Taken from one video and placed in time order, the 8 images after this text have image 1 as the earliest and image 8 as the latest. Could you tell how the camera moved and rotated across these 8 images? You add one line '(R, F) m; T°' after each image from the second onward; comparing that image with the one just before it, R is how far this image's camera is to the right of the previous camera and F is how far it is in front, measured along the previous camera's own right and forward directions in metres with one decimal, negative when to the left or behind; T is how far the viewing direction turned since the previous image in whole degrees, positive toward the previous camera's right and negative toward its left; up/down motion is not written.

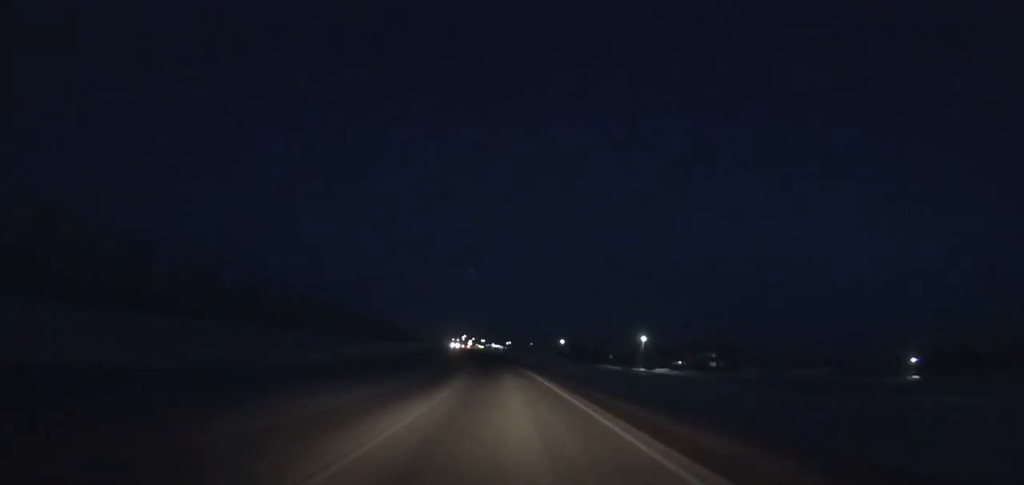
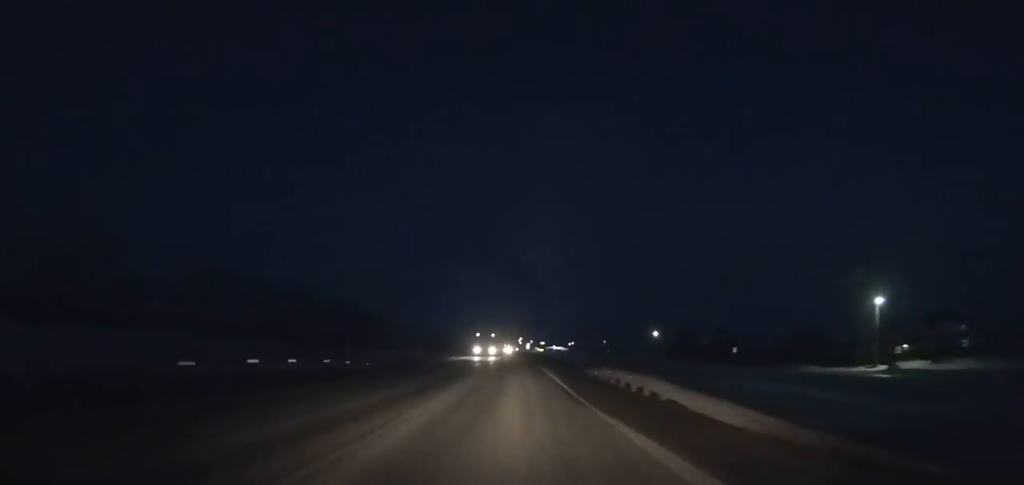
(-3.7, +82.0) m; -3°
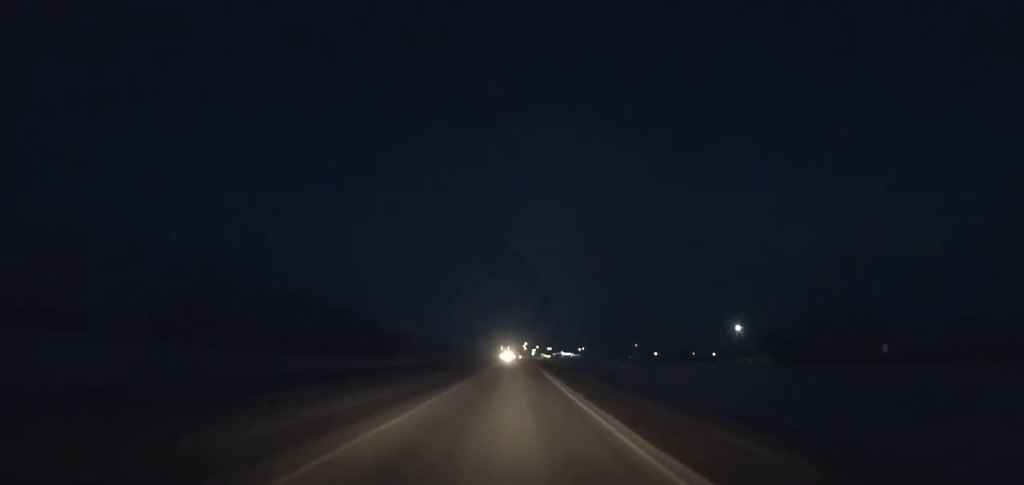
(-0.2, +67.8) m; 0°
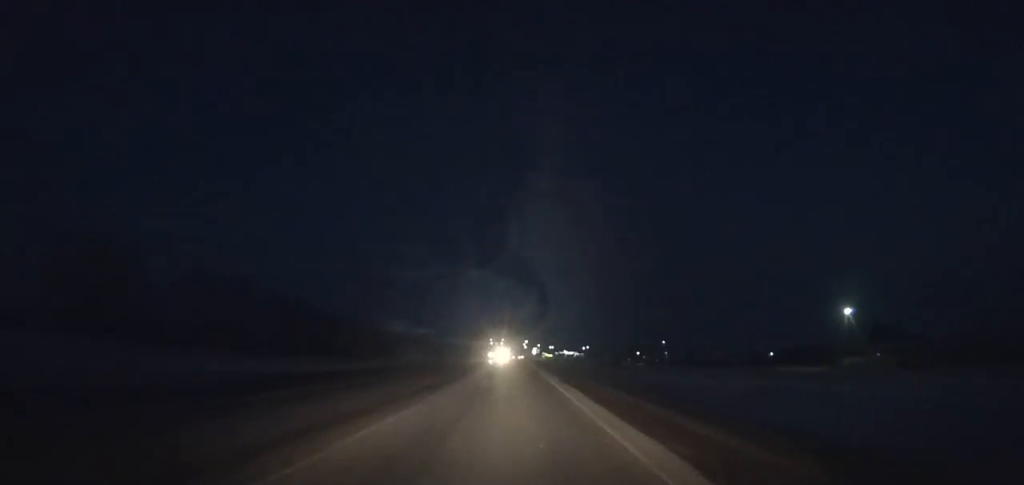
(-0.2, +41.0) m; 0°
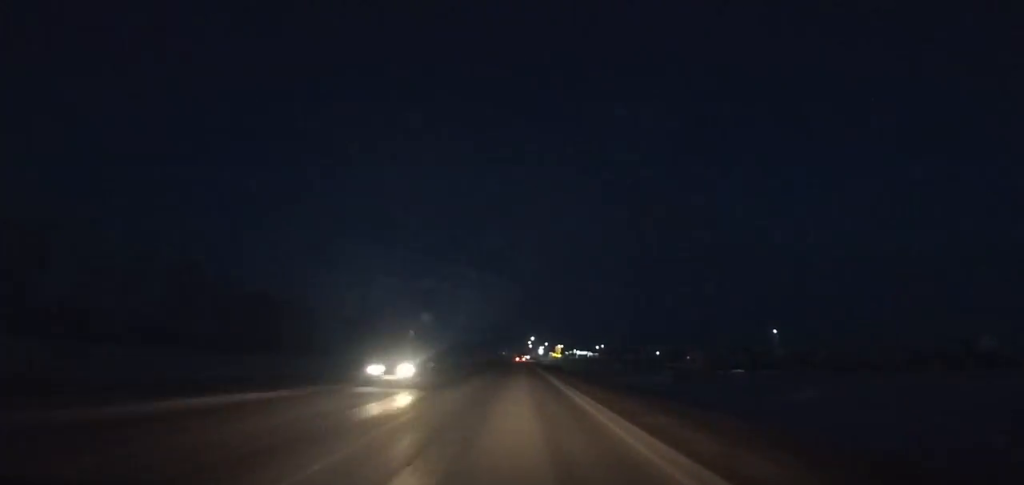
(-0.3, +76.7) m; 0°
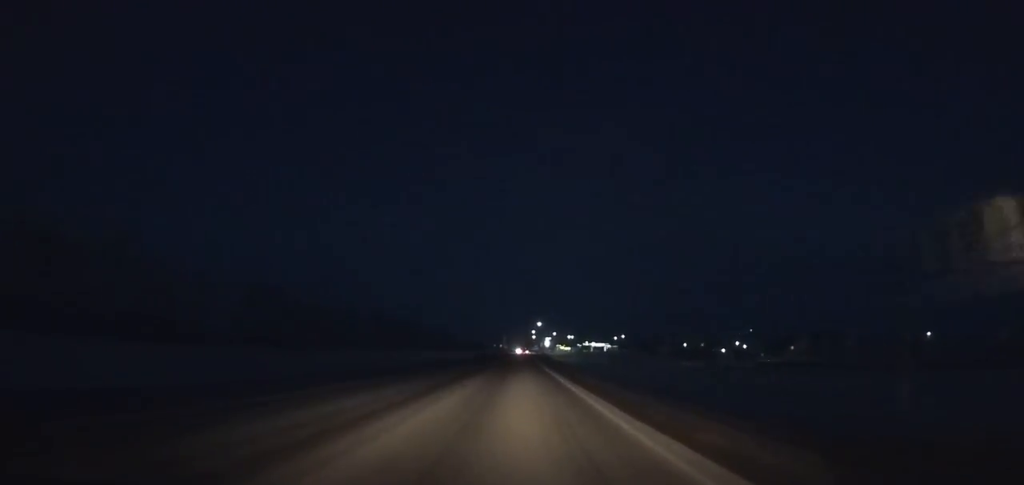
(+0.1, +94.2) m; 0°
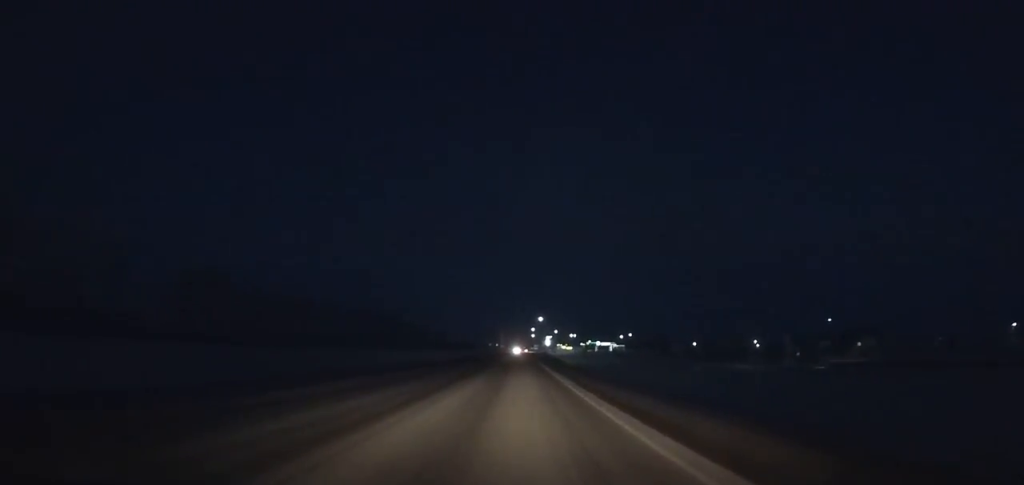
(0.0, +33.0) m; 0°
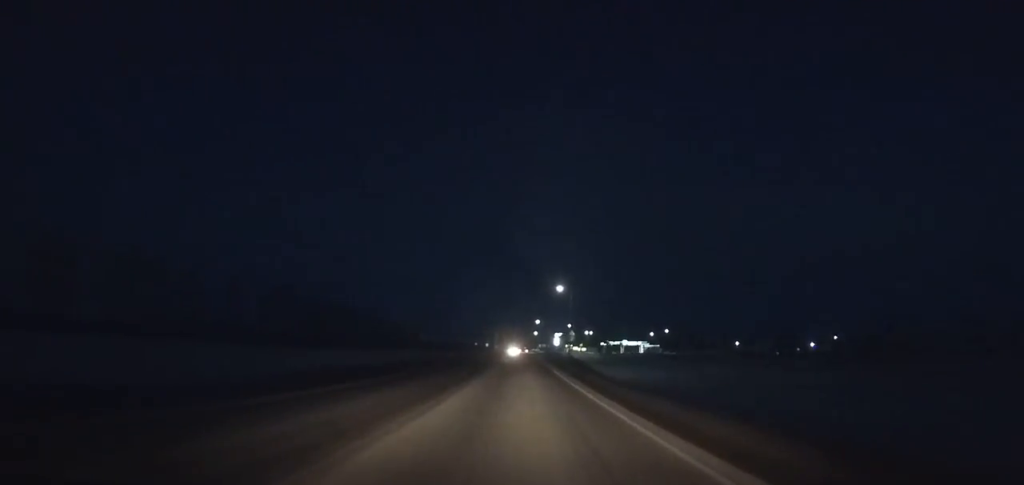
(+0.4, +91.9) m; +1°
